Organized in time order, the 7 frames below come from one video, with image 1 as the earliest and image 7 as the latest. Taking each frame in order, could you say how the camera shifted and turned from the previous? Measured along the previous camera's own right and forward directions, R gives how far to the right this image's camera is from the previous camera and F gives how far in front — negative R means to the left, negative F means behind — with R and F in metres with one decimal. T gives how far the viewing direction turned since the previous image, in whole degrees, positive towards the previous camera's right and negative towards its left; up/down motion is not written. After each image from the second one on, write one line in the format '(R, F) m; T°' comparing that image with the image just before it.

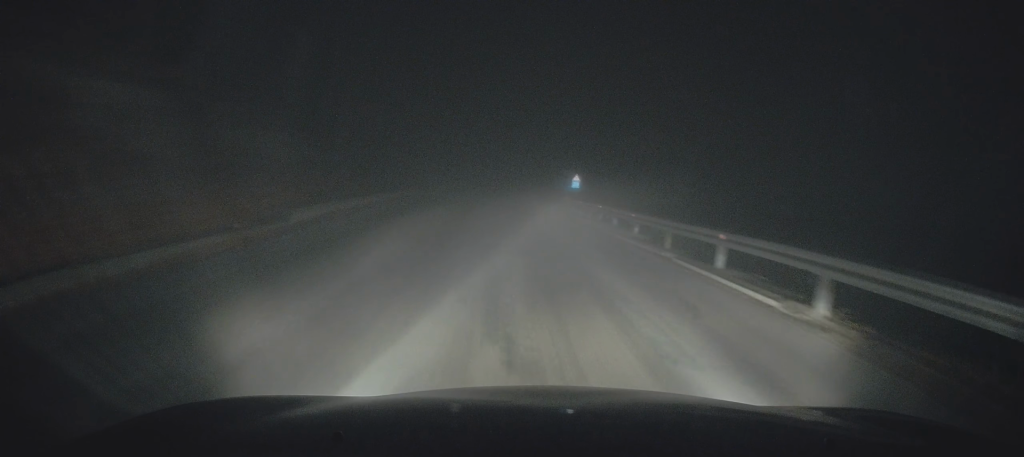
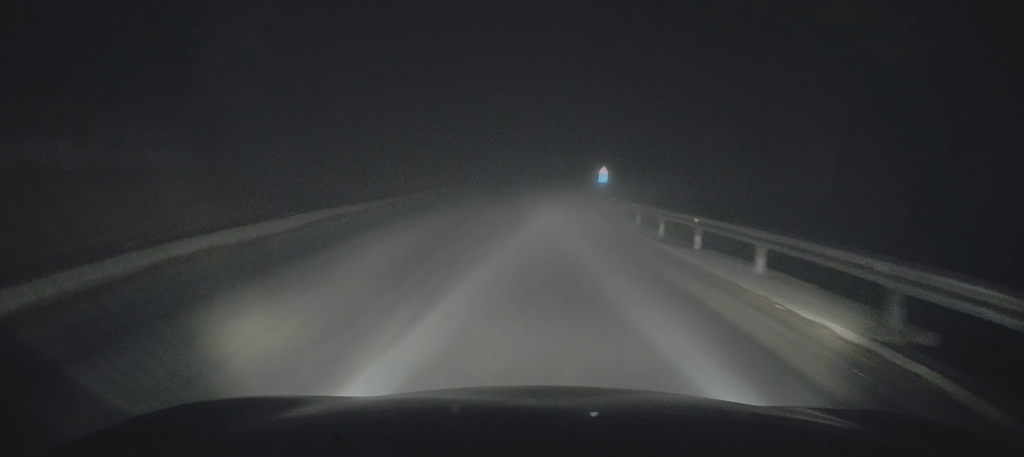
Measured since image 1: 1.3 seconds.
(-0.6, +12.0) m; -4°
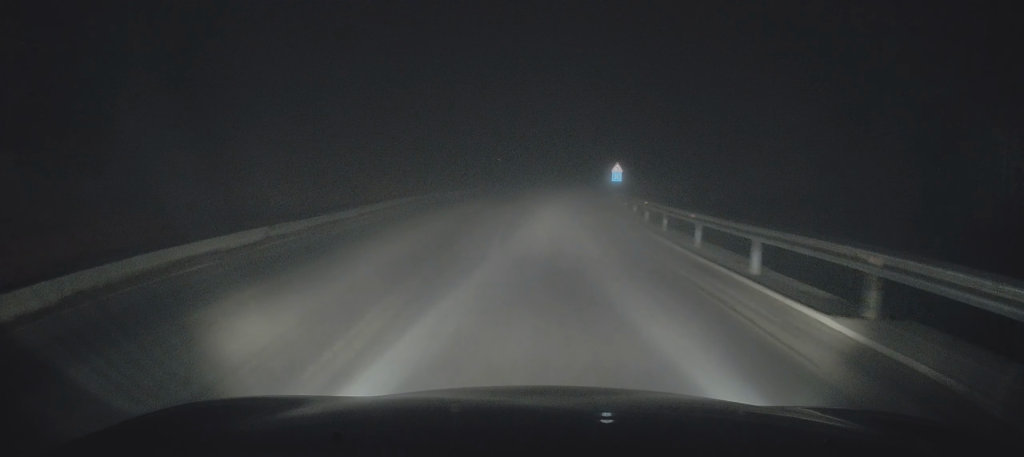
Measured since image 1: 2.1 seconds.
(-0.2, +6.5) m; 0°
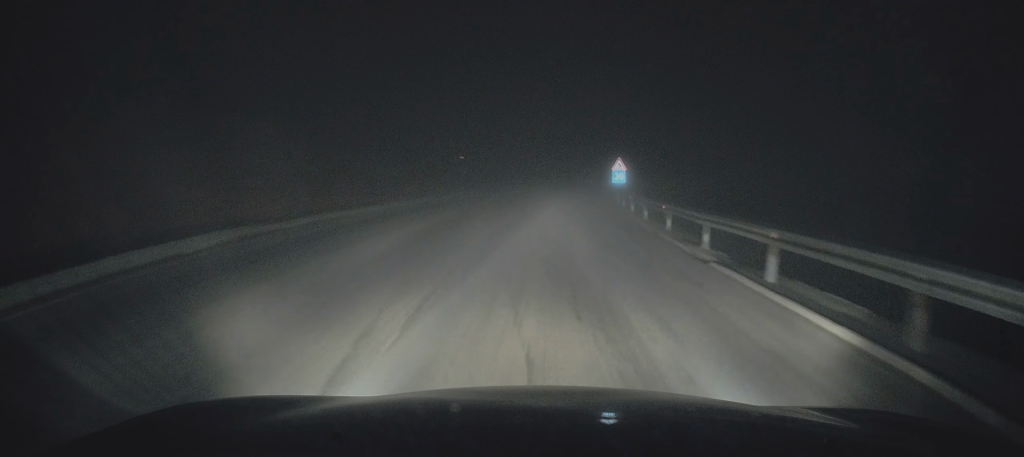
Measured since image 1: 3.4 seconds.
(+0.3, +10.9) m; +1°
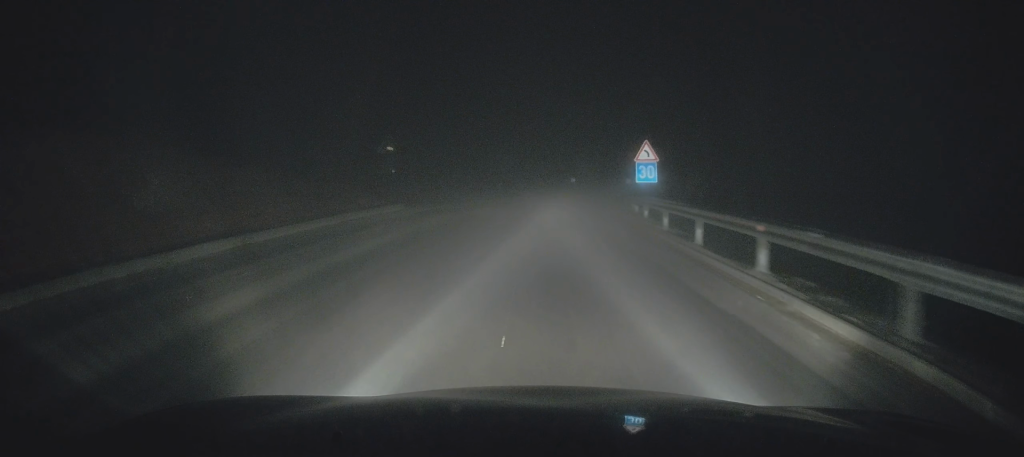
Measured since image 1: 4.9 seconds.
(-0.3, +13.0) m; -1°
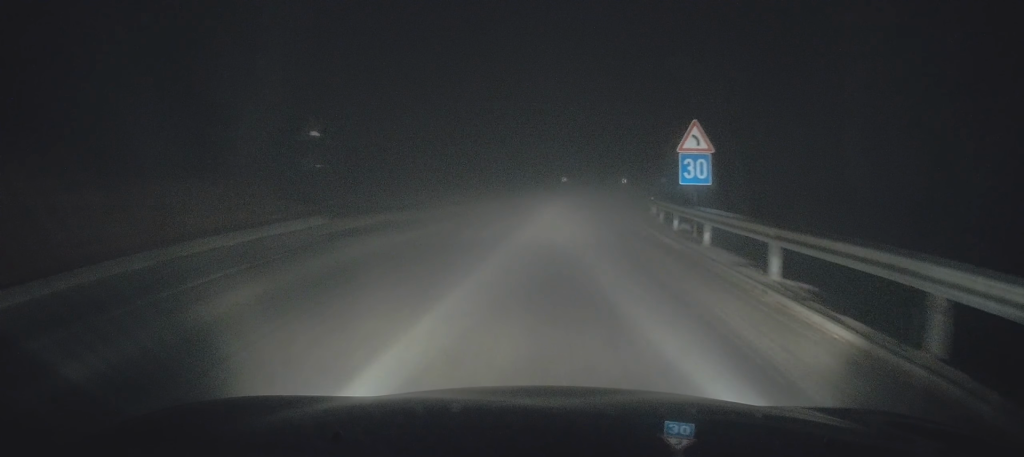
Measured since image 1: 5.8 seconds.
(+0.1, +7.2) m; 0°
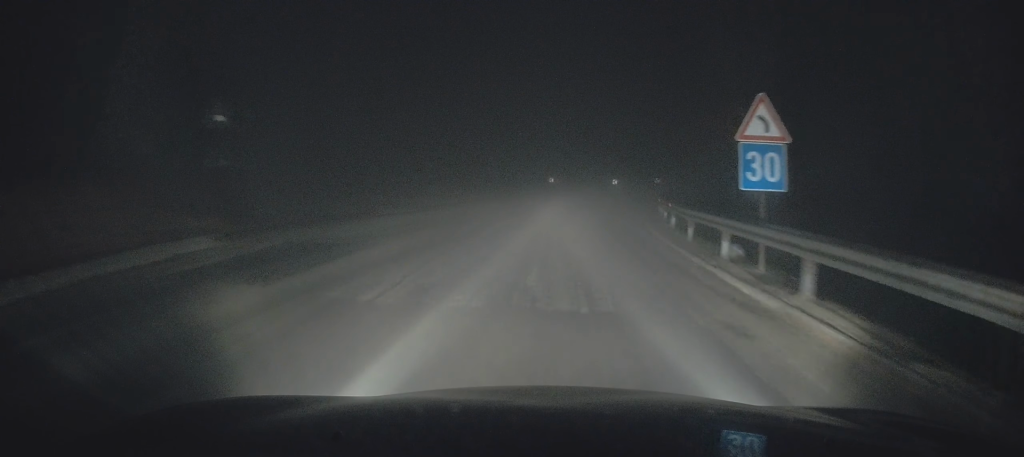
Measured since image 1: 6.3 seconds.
(0.0, +4.6) m; +1°
